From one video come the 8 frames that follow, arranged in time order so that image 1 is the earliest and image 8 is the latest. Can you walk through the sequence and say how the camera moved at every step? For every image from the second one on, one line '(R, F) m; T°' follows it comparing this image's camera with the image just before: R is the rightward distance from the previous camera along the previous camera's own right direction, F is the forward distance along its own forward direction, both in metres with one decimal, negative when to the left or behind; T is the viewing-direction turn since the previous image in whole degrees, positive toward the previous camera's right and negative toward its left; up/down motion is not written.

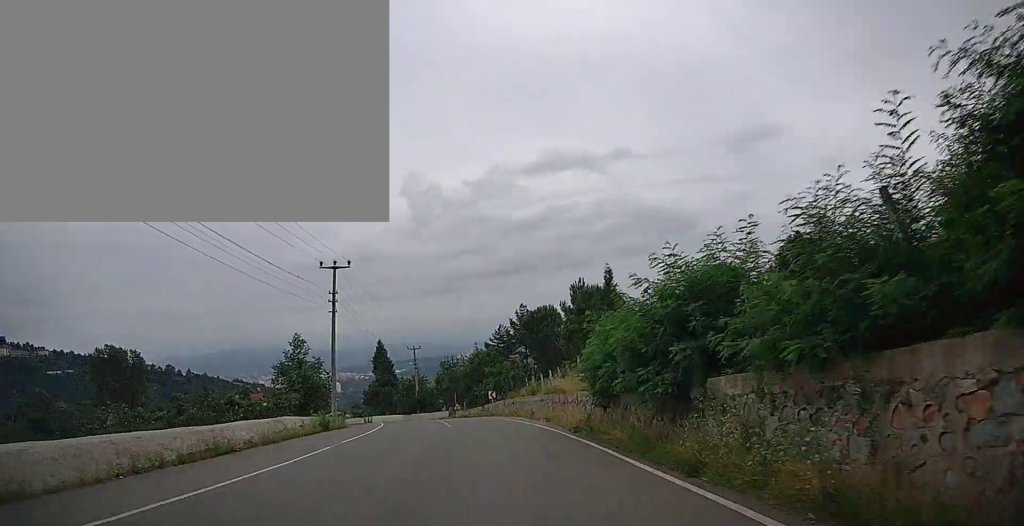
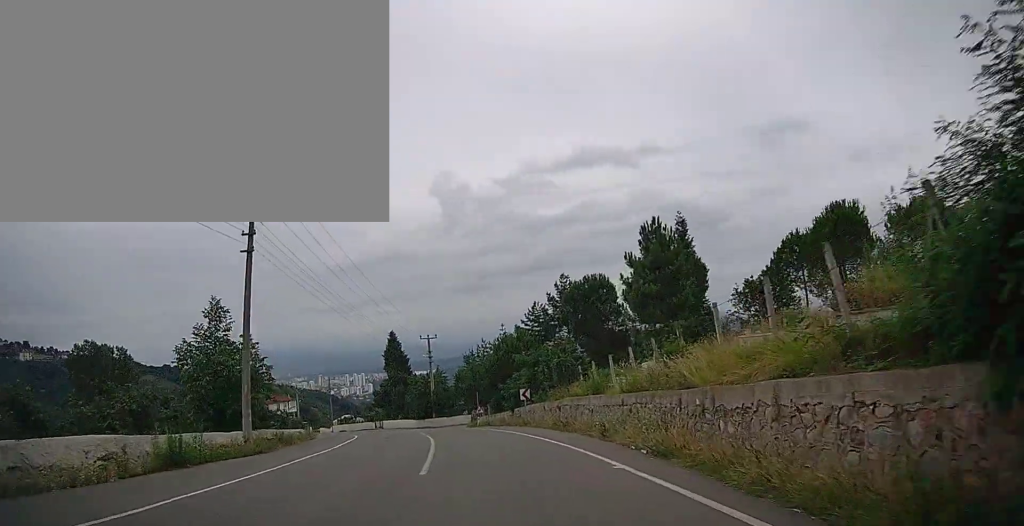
(-0.5, +15.0) m; -3°
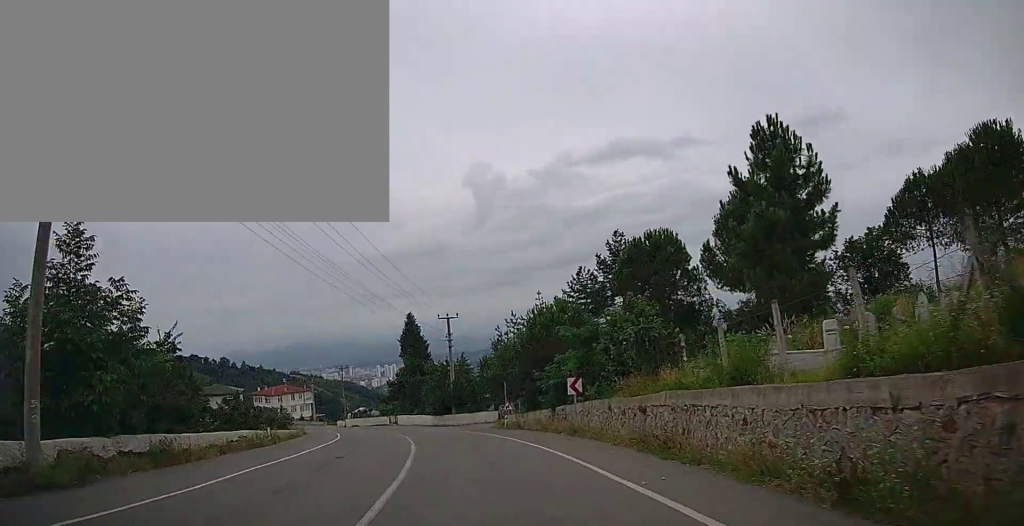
(-0.2, +10.7) m; -3°
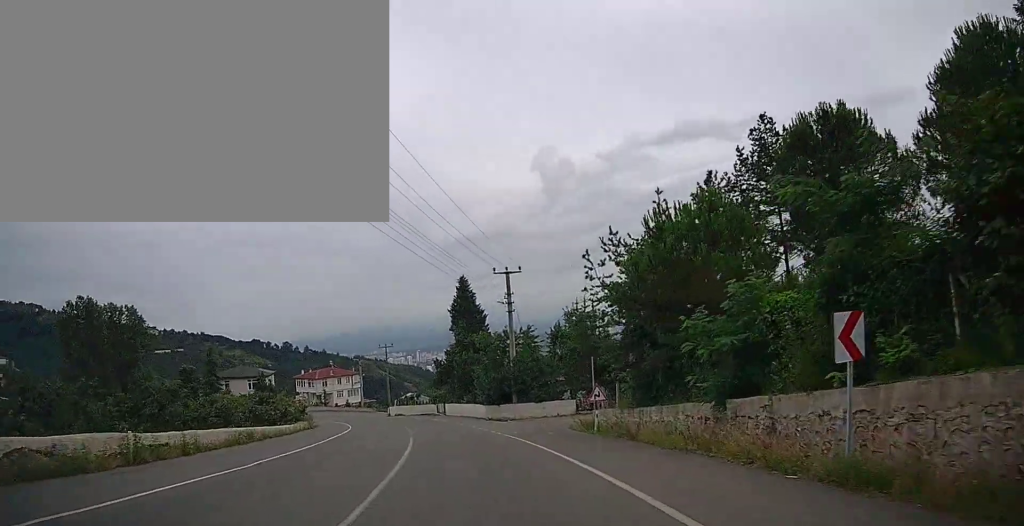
(-0.8, +14.7) m; -7°
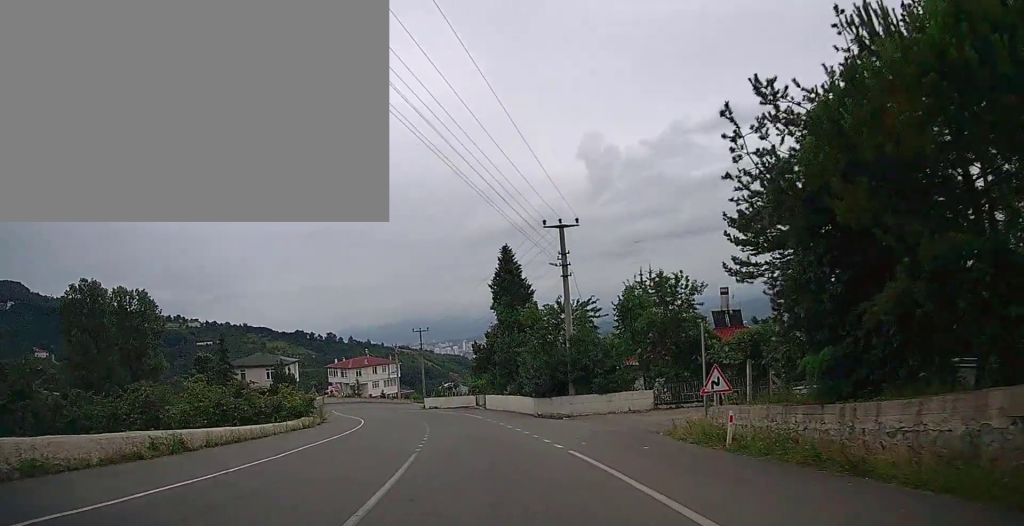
(-0.4, +9.5) m; -4°
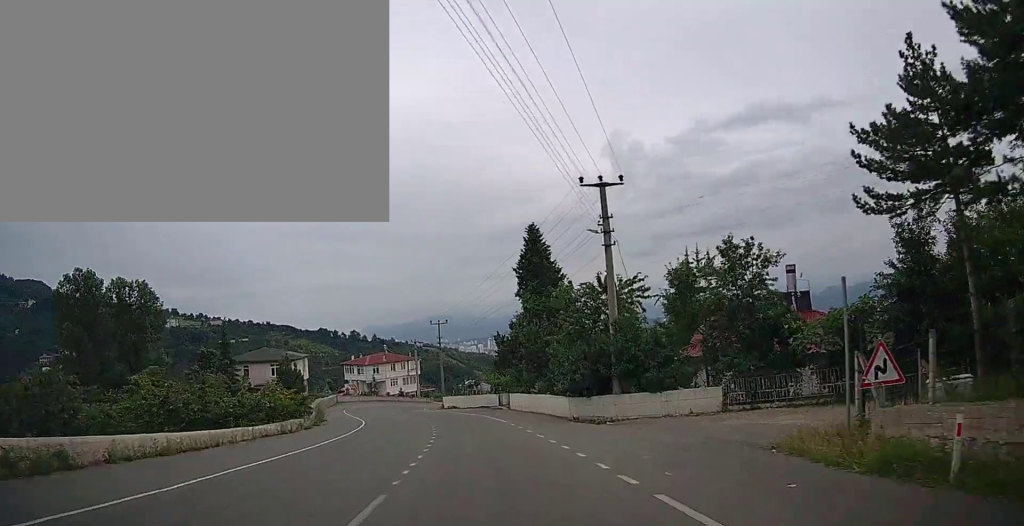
(0.0, +6.0) m; -3°
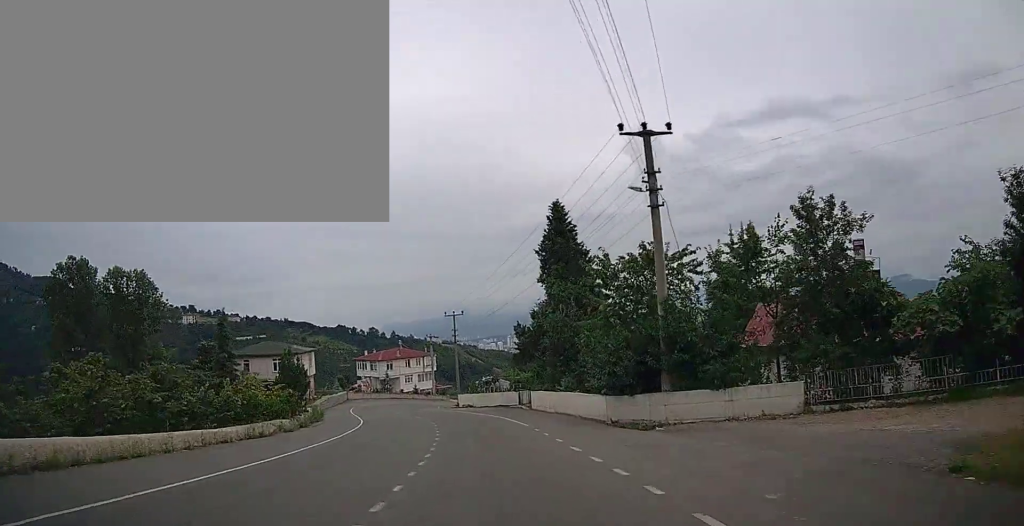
(-0.2, +4.9) m; -2°
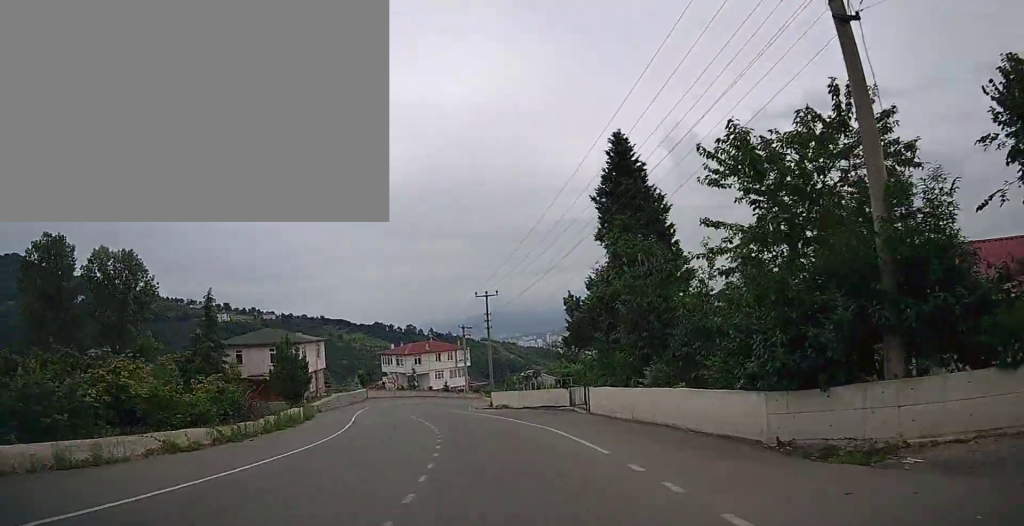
(-0.4, +10.2) m; -4°
